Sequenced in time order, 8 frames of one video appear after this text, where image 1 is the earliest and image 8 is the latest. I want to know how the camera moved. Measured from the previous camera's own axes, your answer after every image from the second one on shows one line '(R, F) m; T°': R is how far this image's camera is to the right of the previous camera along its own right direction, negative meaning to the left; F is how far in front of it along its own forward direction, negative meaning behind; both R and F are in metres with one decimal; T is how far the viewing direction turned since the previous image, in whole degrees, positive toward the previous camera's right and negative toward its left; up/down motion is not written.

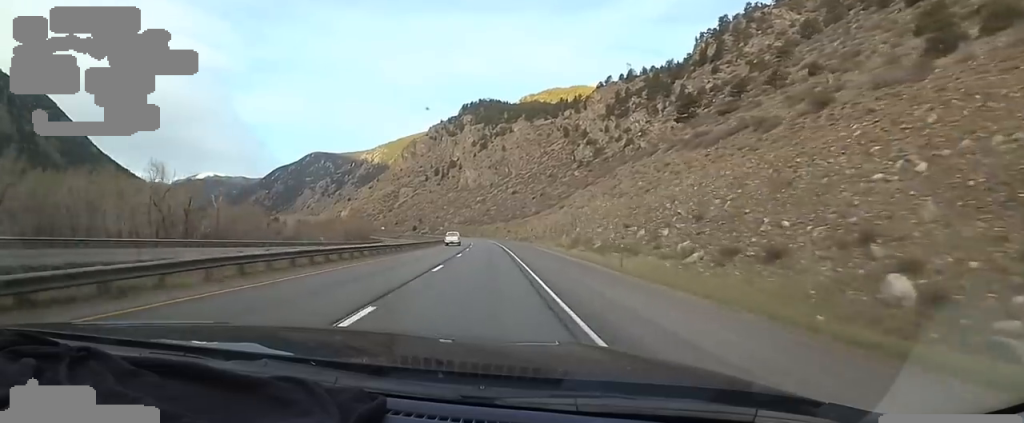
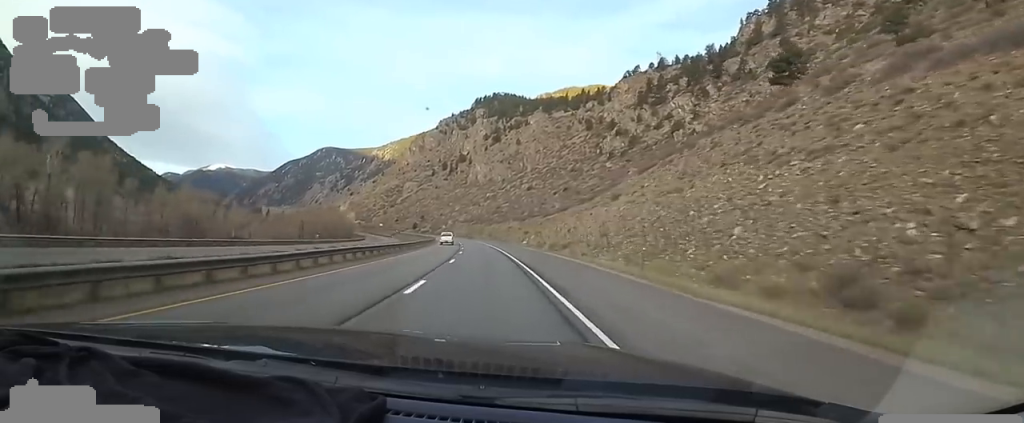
(-0.9, +43.3) m; -1°
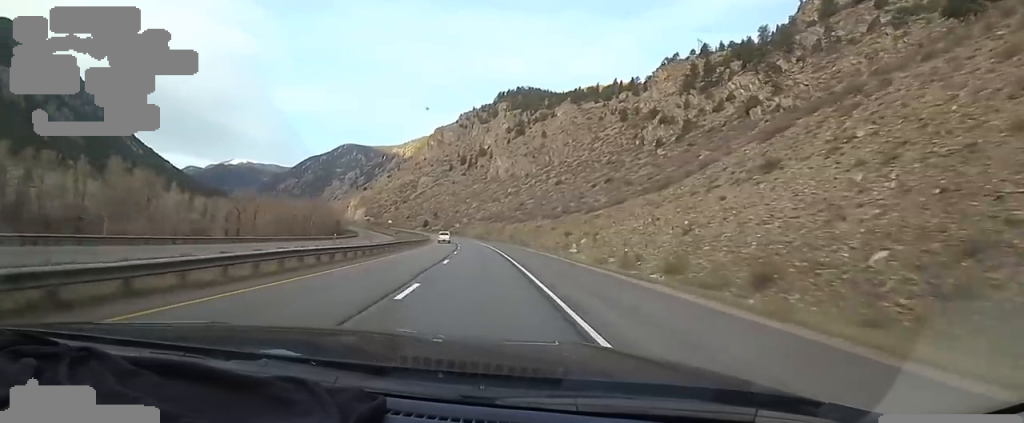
(+0.4, +36.9) m; -1°
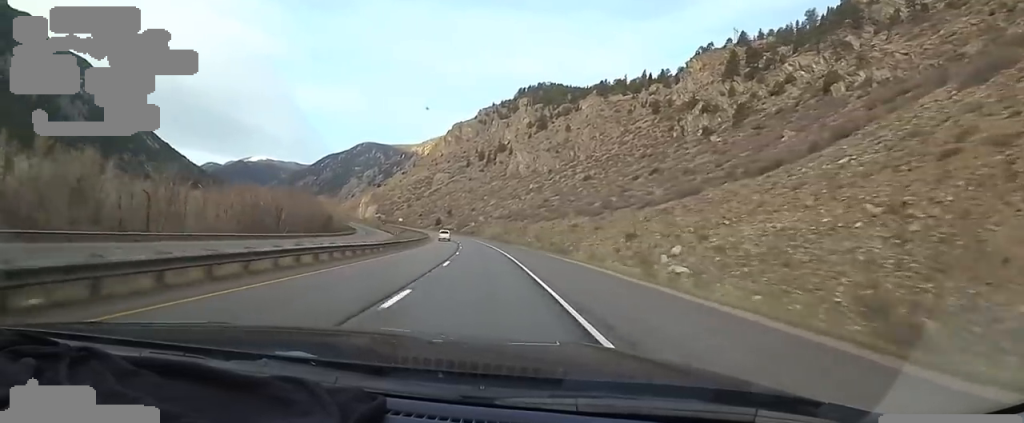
(-0.2, +25.6) m; -3°
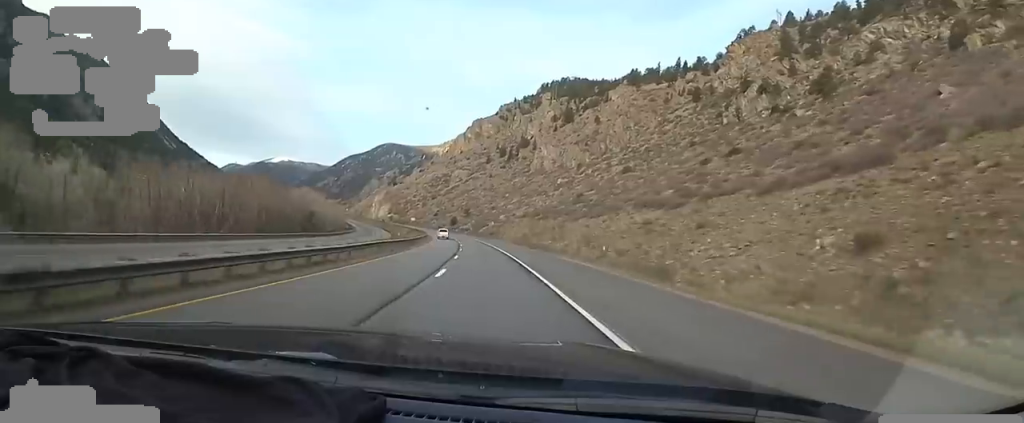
(-1.8, +29.7) m; -4°
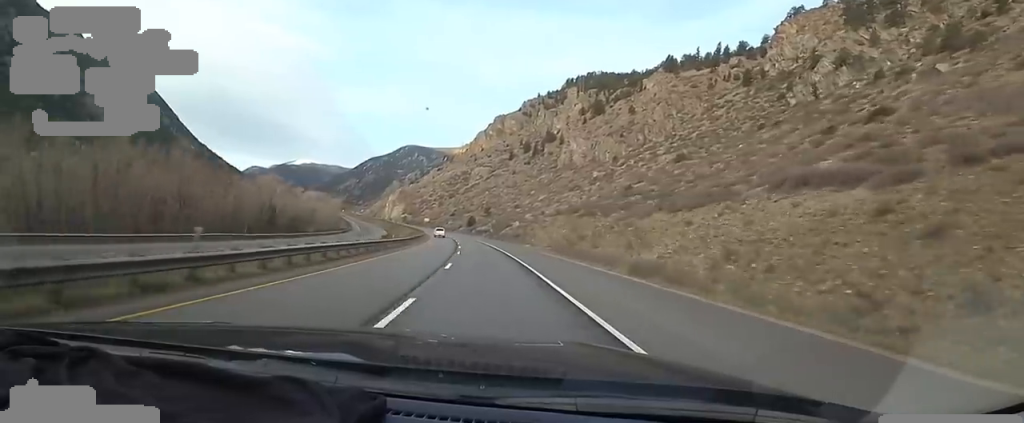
(0.0, +31.9) m; -1°
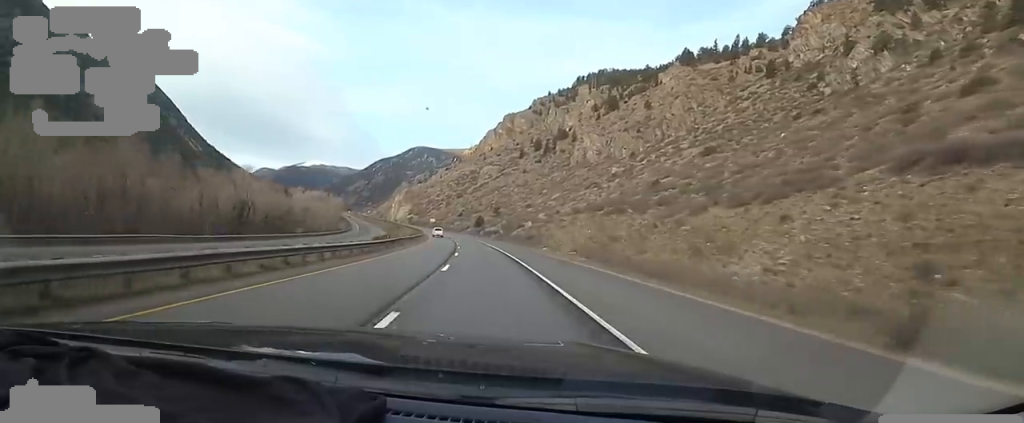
(+0.1, +13.4) m; -1°
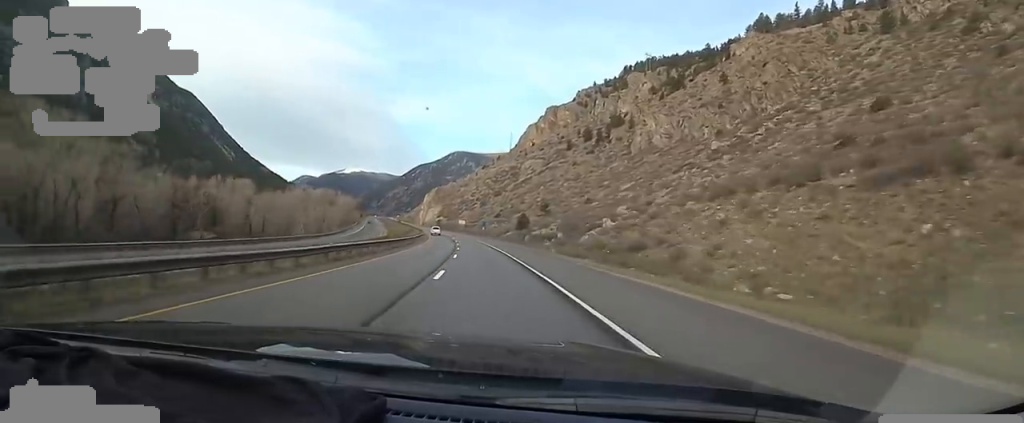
(-2.2, +51.3) m; -6°
